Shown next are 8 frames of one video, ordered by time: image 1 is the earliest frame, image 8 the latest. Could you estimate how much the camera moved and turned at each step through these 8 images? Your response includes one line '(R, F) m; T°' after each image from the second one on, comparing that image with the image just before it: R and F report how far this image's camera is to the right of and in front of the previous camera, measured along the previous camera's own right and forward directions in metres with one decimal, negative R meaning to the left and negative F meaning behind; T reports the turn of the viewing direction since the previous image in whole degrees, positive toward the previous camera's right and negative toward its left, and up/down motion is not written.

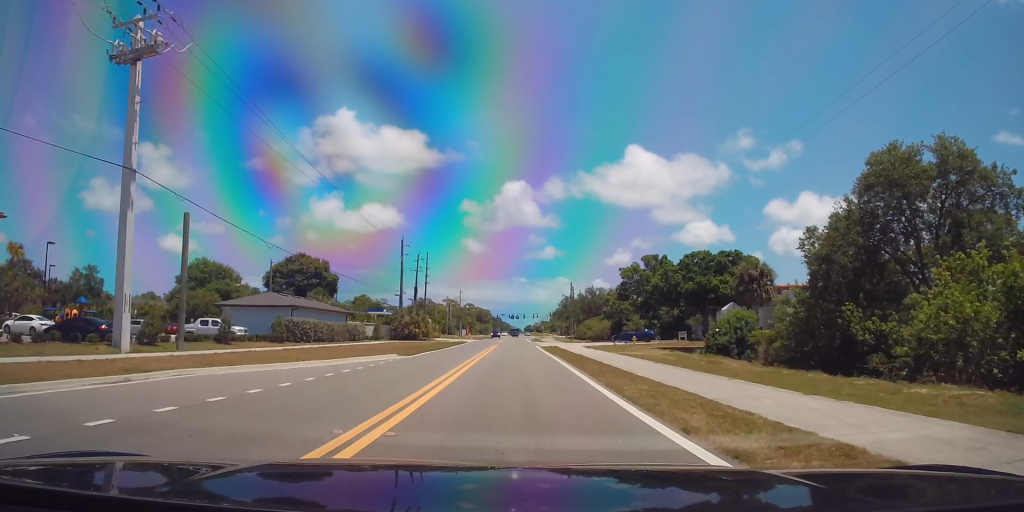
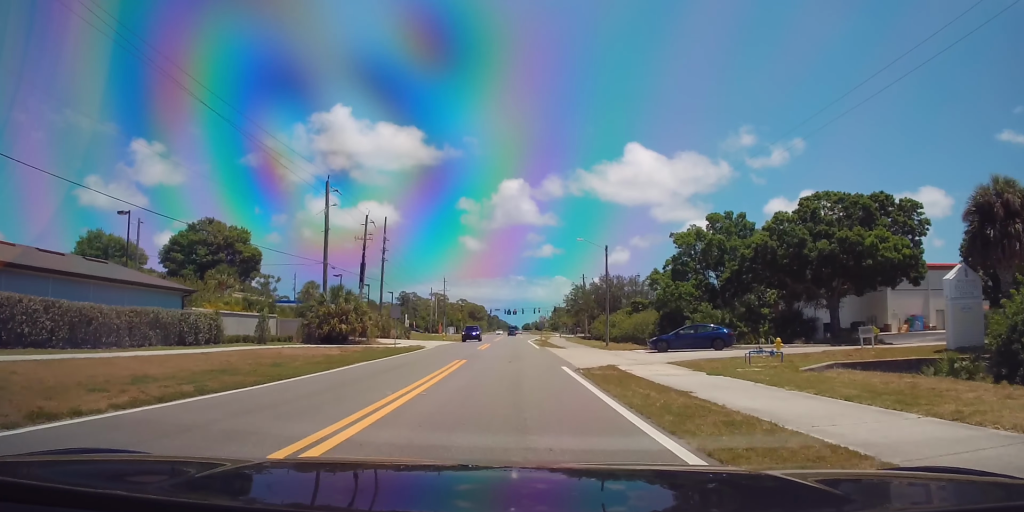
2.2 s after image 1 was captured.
(0.0, +33.7) m; 0°
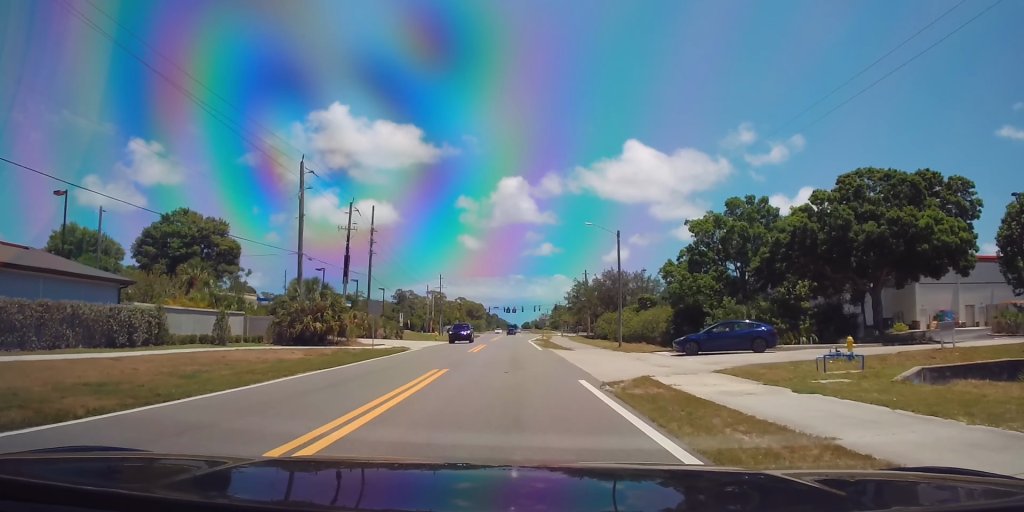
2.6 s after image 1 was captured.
(0.0, +6.0) m; 0°
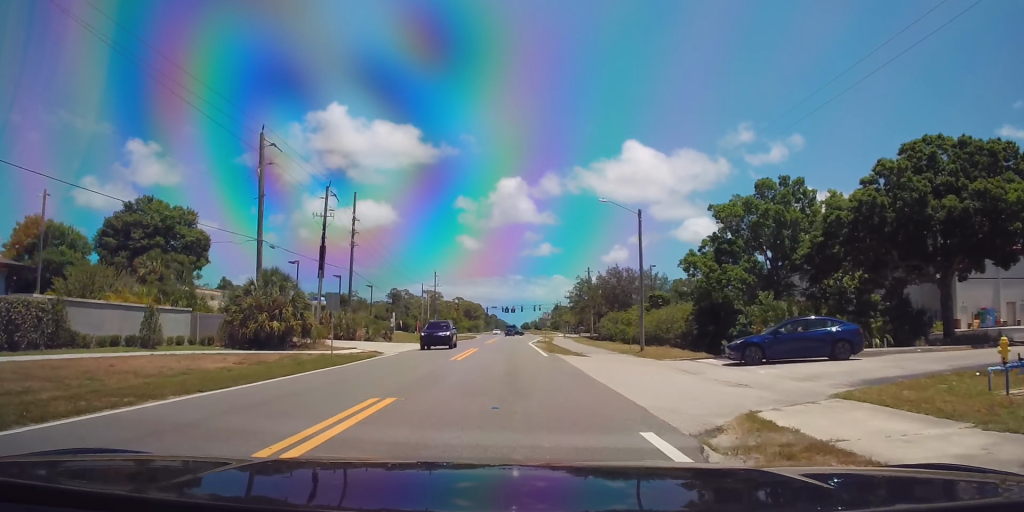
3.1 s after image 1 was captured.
(0.0, +7.5) m; 0°
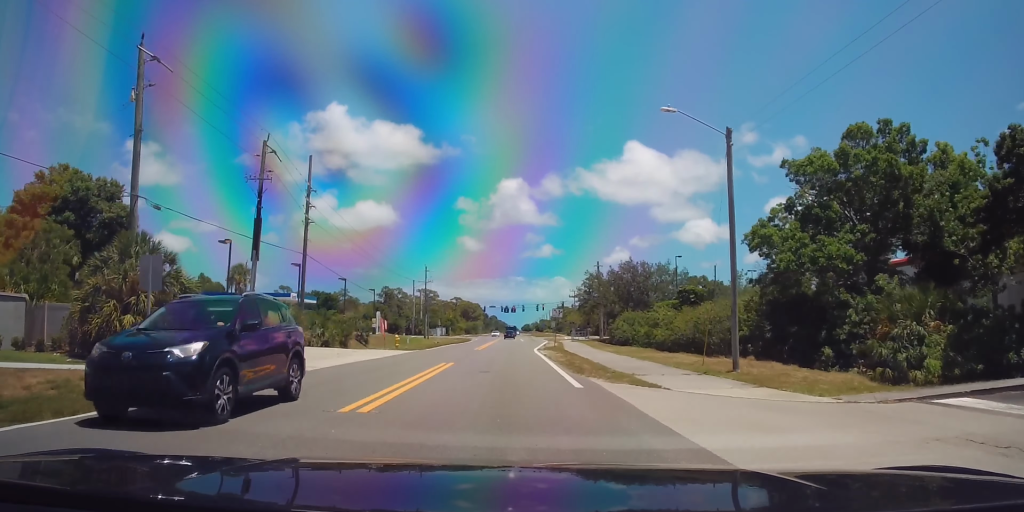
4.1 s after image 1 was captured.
(0.0, +14.6) m; 0°
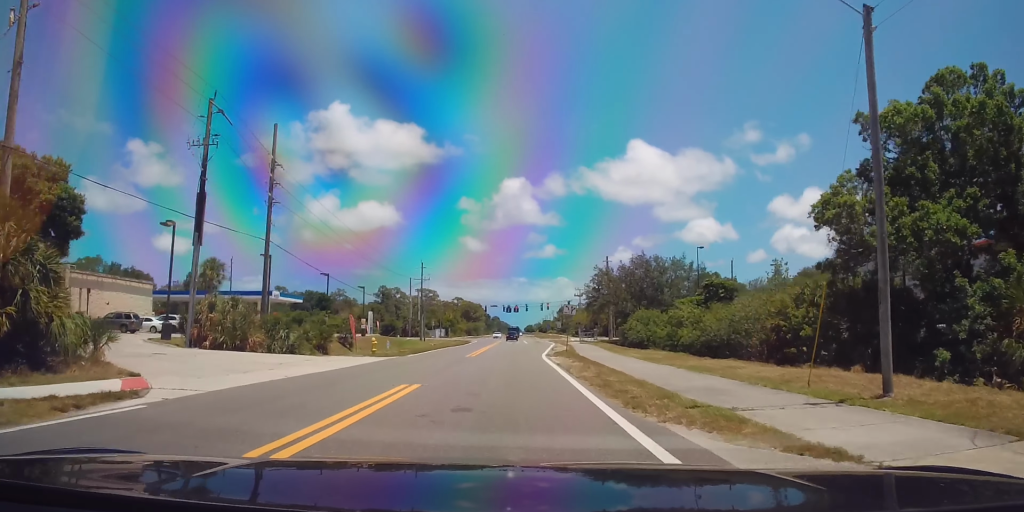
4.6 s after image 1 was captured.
(+0.1, +8.4) m; -1°
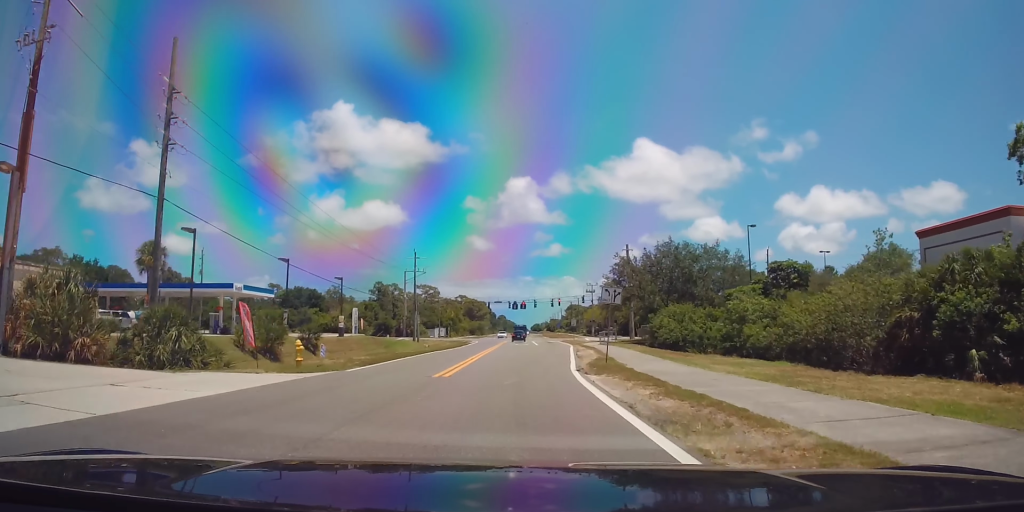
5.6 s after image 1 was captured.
(-0.4, +14.5) m; -1°
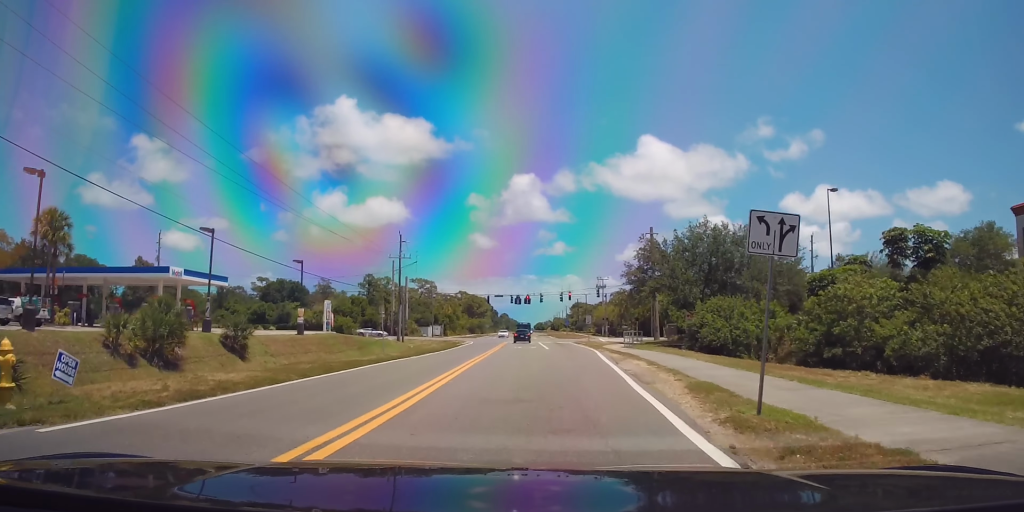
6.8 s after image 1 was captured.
(+0.3, +15.5) m; +2°
